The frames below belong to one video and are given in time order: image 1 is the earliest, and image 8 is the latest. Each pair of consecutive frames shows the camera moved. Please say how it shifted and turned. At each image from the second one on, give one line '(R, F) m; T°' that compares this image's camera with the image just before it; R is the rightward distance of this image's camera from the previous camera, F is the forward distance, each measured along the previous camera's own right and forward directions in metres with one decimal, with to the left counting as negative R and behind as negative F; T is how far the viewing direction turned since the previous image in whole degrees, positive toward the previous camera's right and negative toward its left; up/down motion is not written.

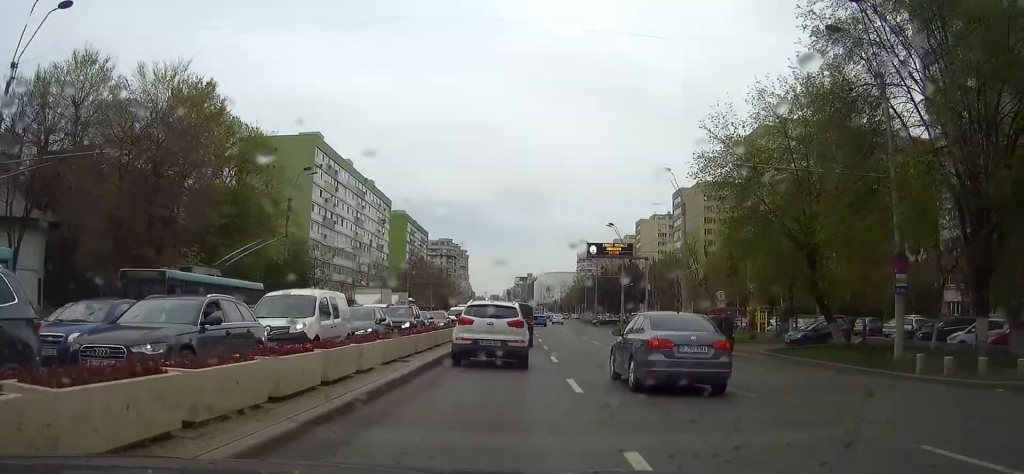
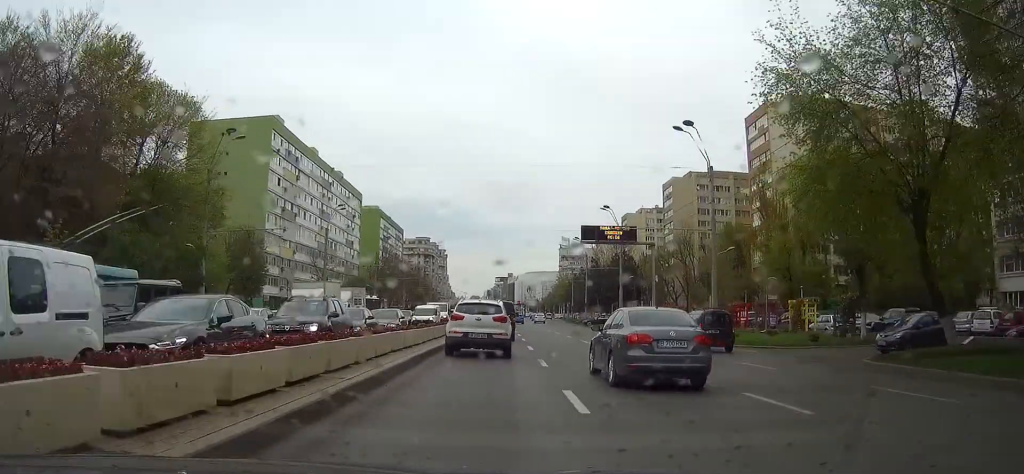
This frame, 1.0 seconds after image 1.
(-0.1, +11.6) m; +1°
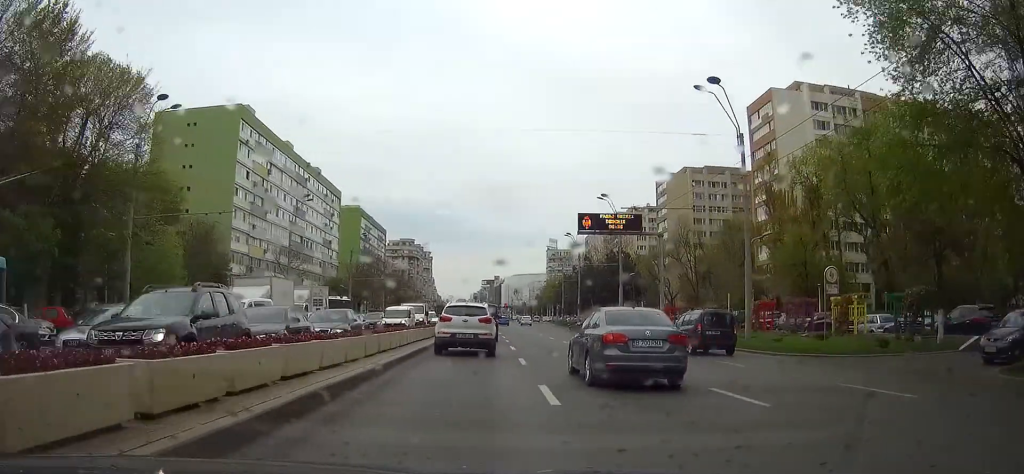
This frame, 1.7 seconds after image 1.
(+0.1, +7.5) m; +1°
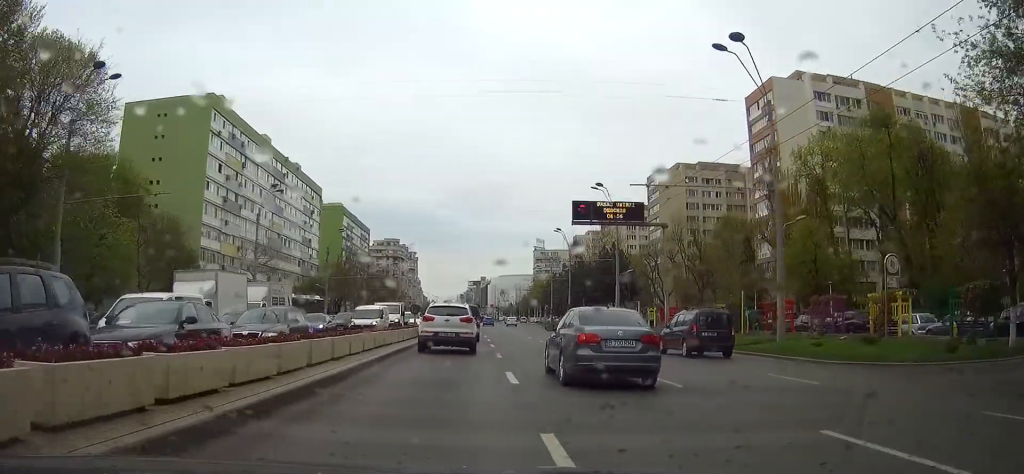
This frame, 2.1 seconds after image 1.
(+0.1, +5.3) m; +1°
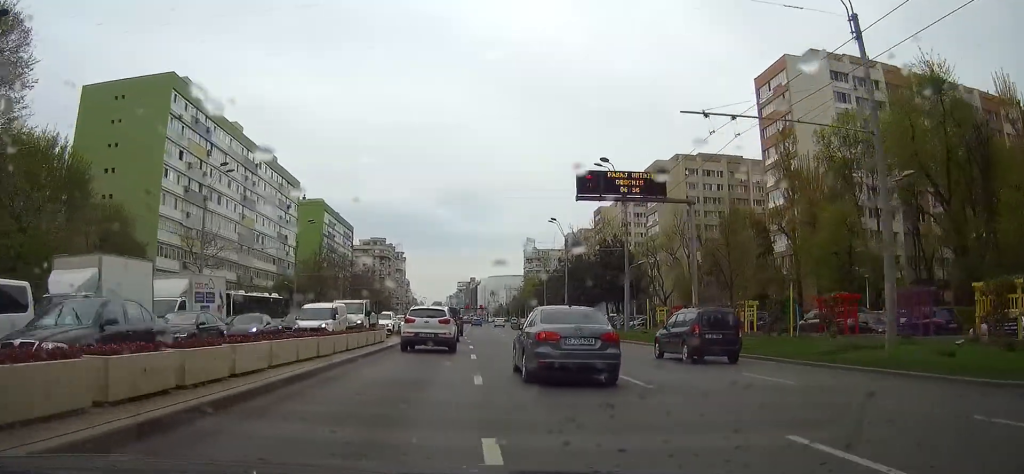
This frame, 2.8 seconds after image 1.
(+0.1, +8.7) m; +1°
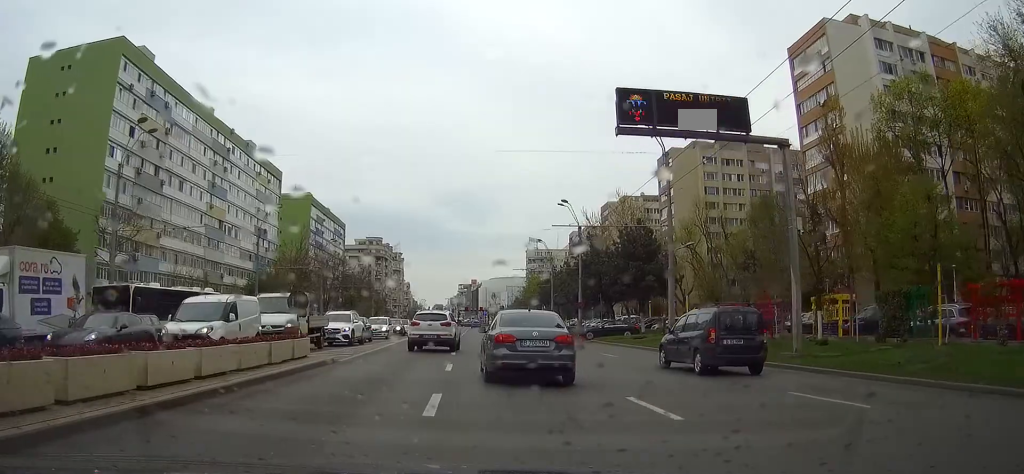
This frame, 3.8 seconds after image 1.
(+0.1, +12.3) m; +1°
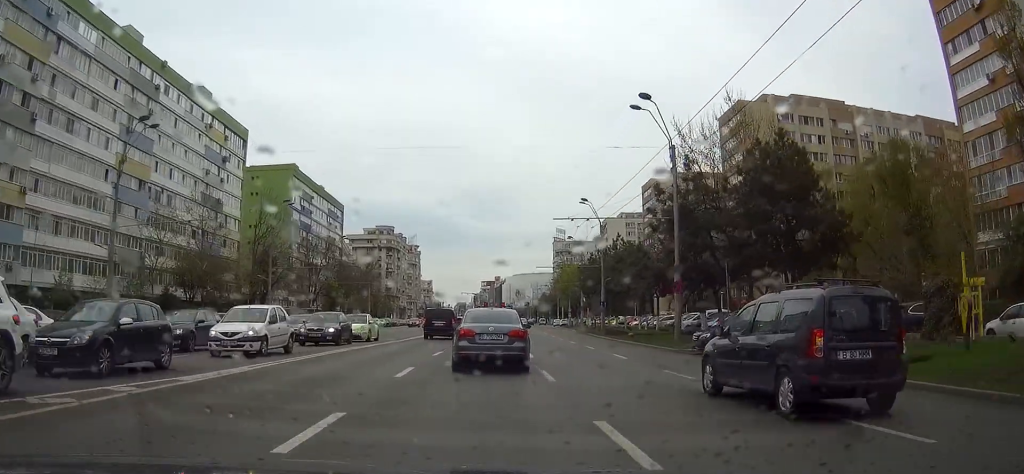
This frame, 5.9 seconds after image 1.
(-0.4, +28.3) m; -2°
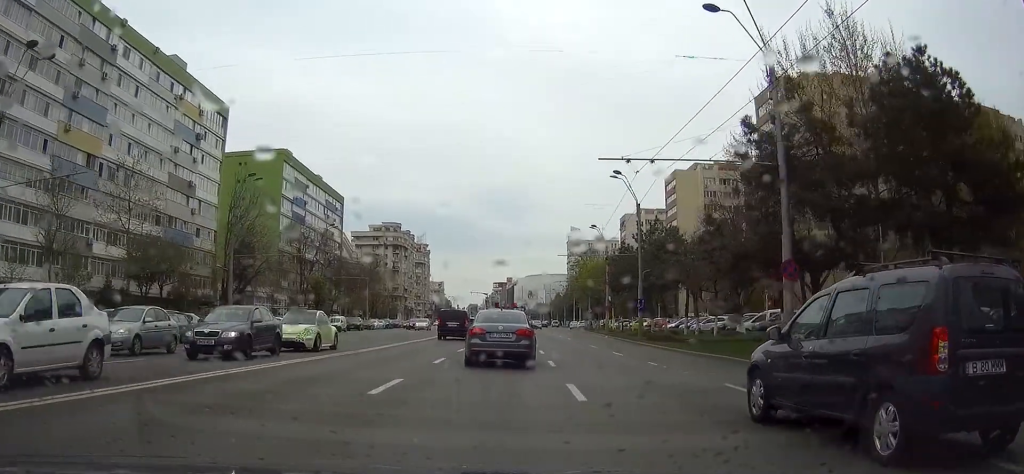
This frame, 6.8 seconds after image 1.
(-0.1, +12.5) m; -1°
